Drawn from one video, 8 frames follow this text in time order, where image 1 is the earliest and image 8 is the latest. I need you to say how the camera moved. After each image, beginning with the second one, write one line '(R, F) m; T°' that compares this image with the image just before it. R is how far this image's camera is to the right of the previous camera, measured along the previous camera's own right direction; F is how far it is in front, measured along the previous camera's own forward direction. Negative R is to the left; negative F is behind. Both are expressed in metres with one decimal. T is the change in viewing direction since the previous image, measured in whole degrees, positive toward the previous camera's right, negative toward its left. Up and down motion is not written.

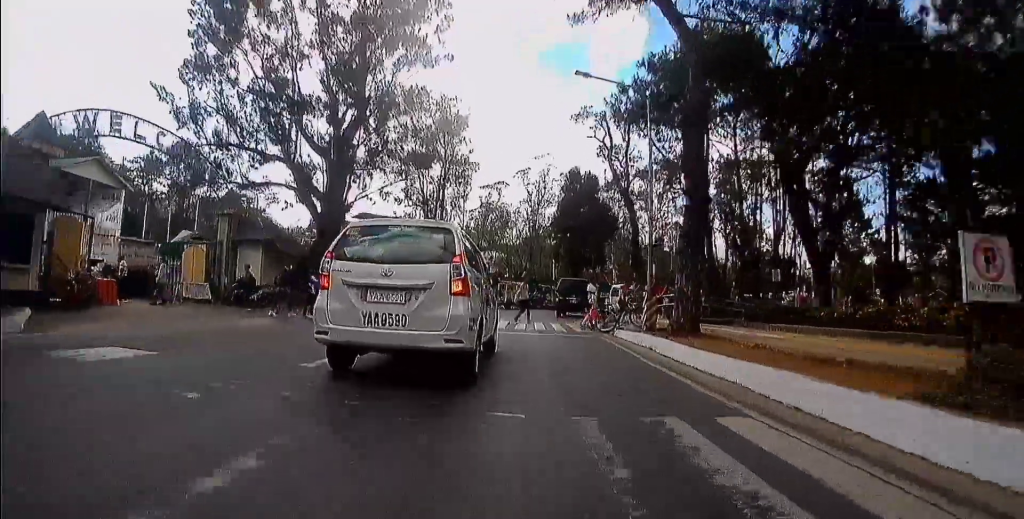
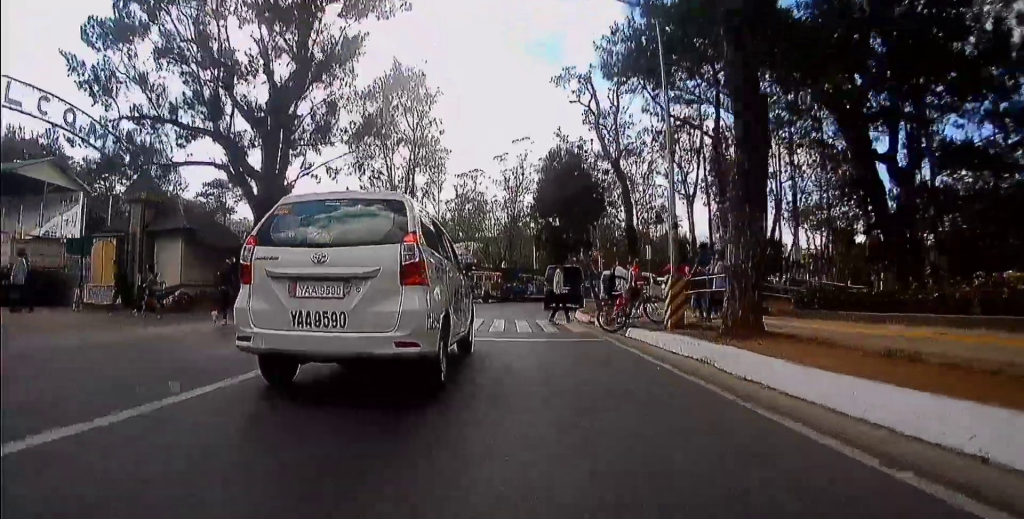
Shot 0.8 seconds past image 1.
(0.0, +3.5) m; -1°
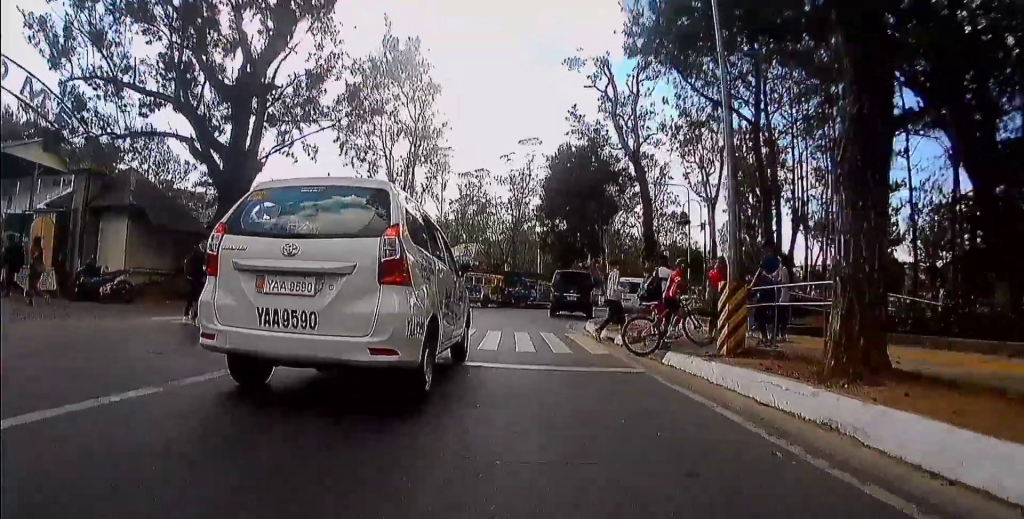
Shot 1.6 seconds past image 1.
(0.0, +2.5) m; 0°
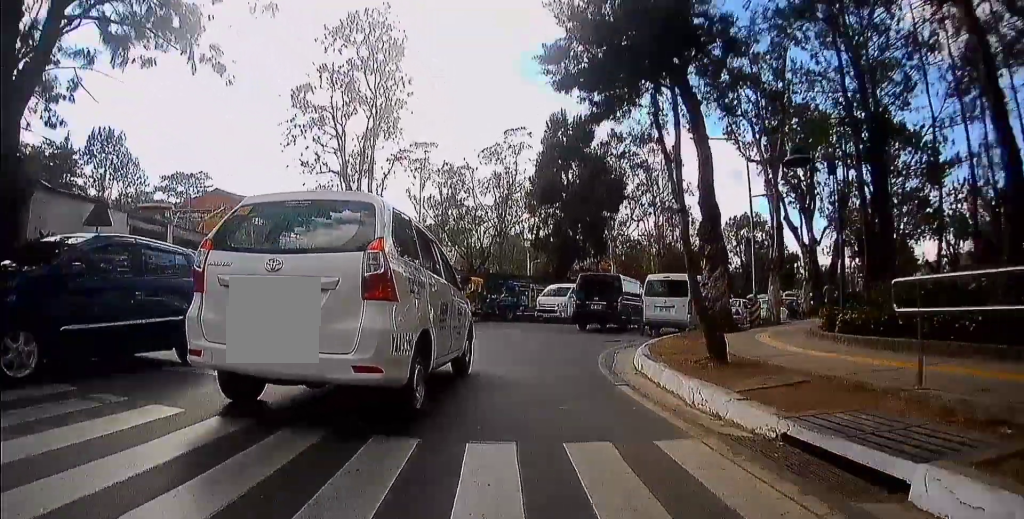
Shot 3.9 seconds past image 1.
(+0.2, +6.2) m; +4°
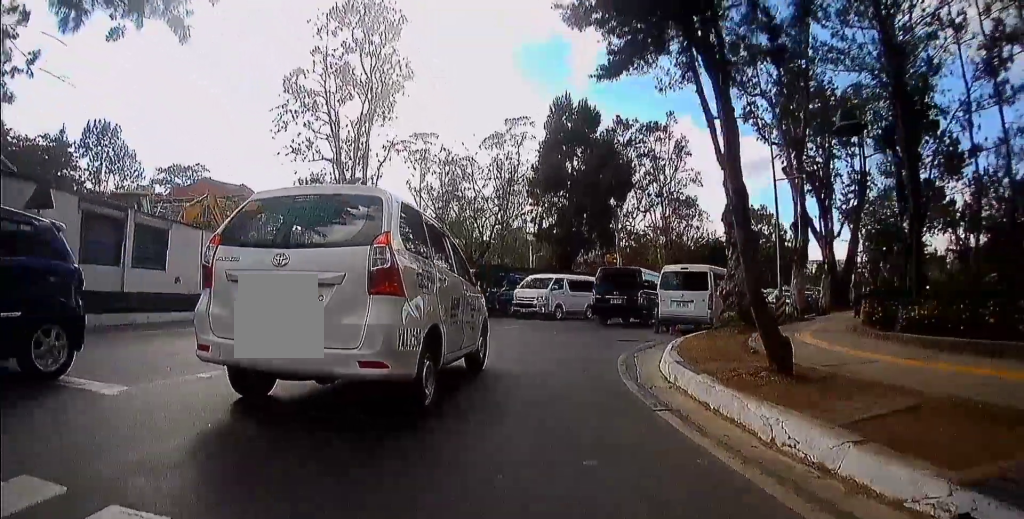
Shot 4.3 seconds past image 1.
(0.0, +1.2) m; +1°
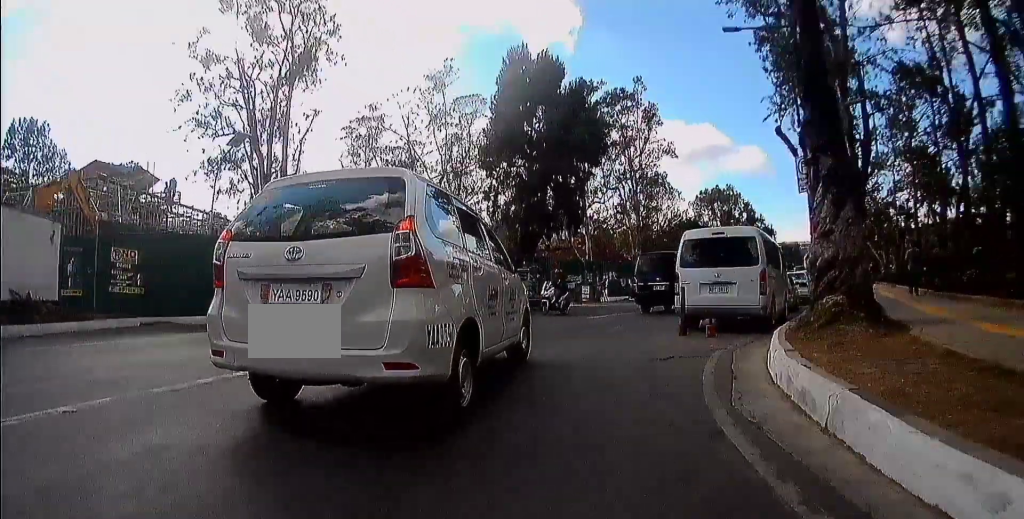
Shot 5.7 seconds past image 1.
(+0.3, +4.9) m; +6°
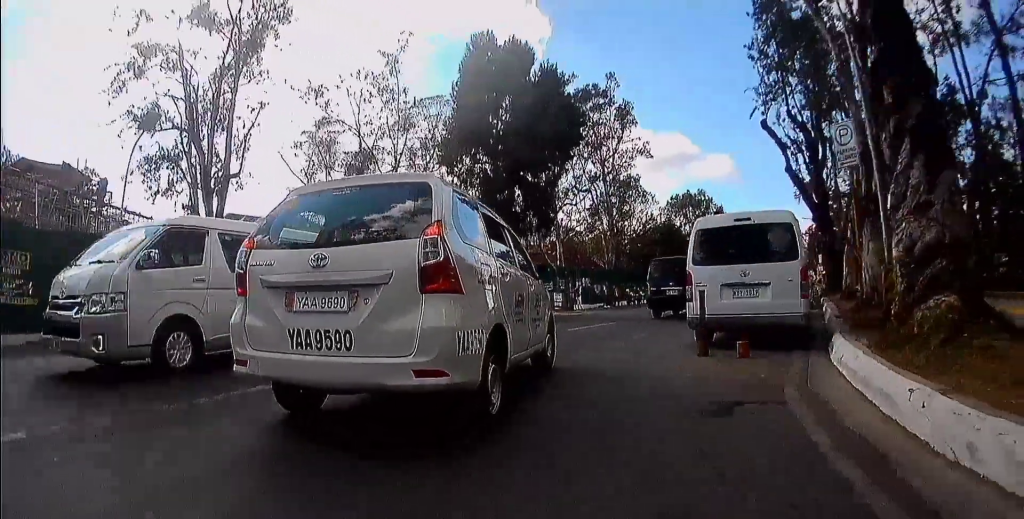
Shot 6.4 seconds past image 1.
(+0.1, +2.6) m; +3°
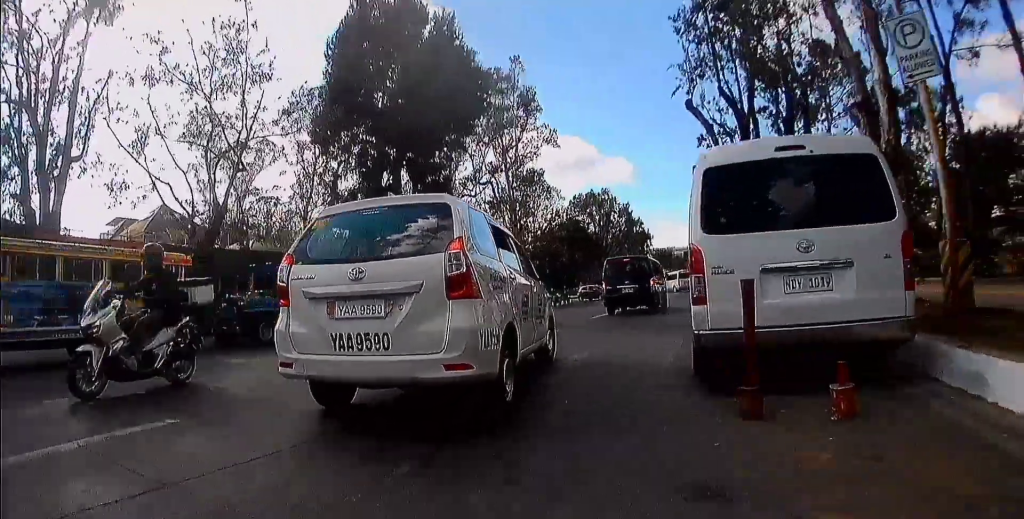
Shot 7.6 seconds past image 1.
(+0.3, +4.1) m; +11°
